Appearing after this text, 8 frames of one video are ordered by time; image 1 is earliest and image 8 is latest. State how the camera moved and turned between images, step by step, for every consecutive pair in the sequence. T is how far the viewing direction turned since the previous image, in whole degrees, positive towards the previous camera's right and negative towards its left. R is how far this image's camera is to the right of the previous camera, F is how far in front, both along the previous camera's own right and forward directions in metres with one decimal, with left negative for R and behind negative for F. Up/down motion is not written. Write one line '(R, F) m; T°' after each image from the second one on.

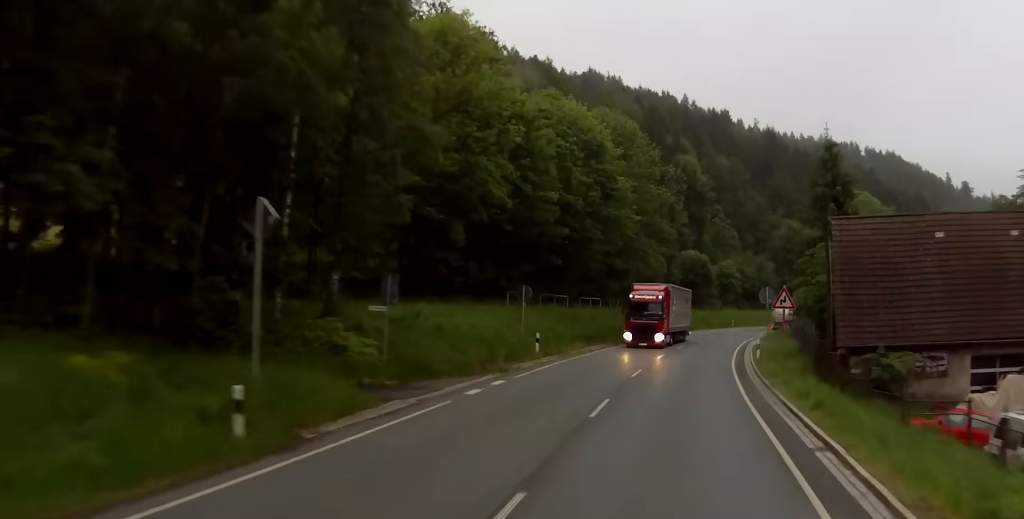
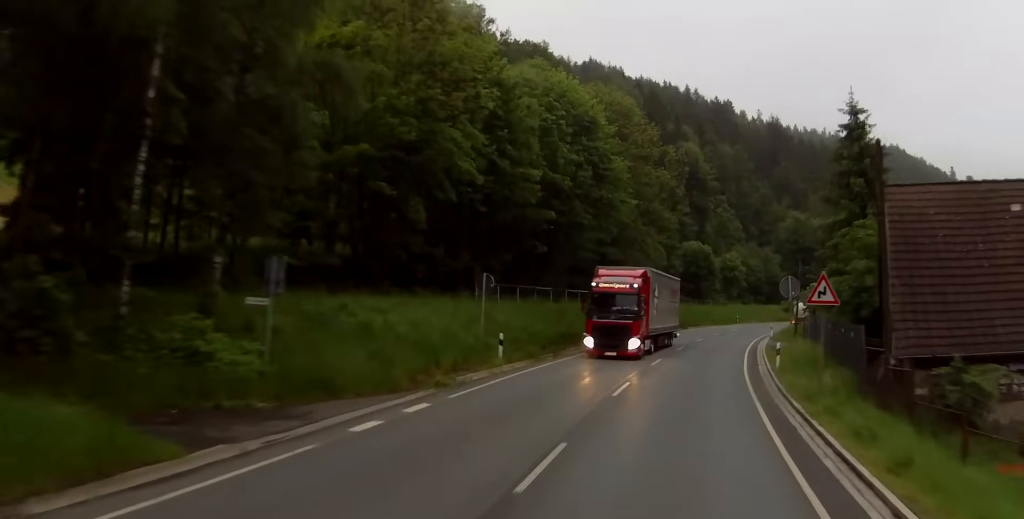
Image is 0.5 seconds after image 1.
(0.0, +8.3) m; 0°
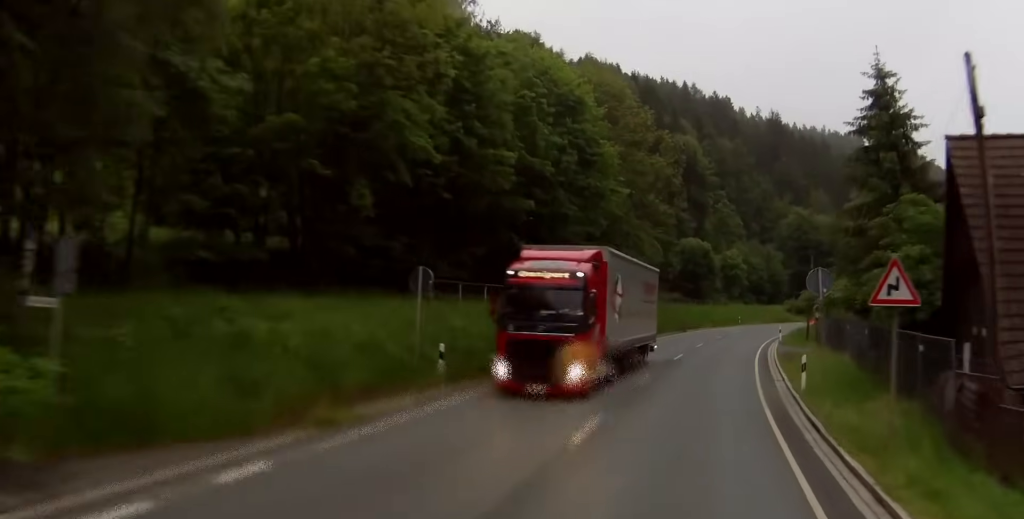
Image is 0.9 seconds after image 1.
(0.0, +7.7) m; 0°
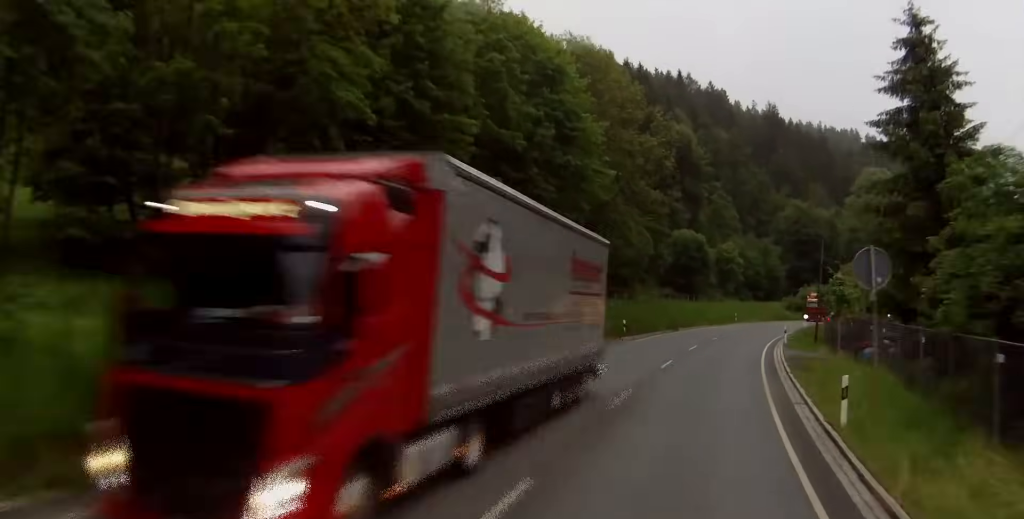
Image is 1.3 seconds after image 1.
(0.0, +7.7) m; +1°
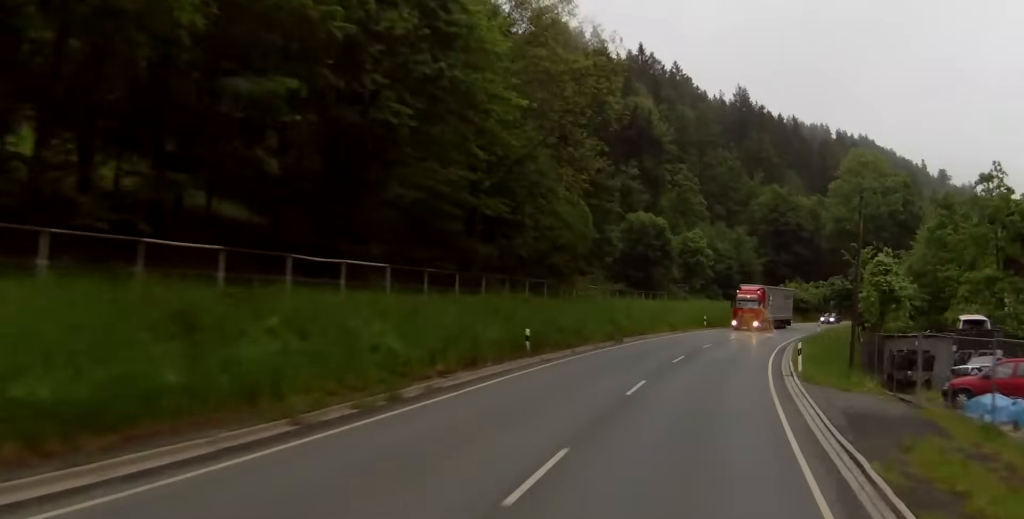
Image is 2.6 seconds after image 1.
(+0.5, +22.0) m; +2°
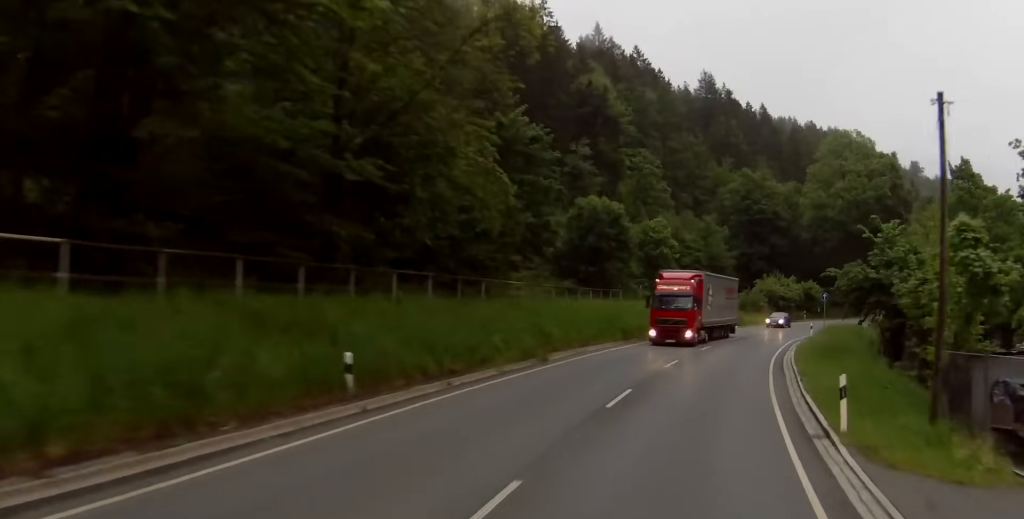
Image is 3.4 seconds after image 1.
(+0.2, +14.8) m; +1°
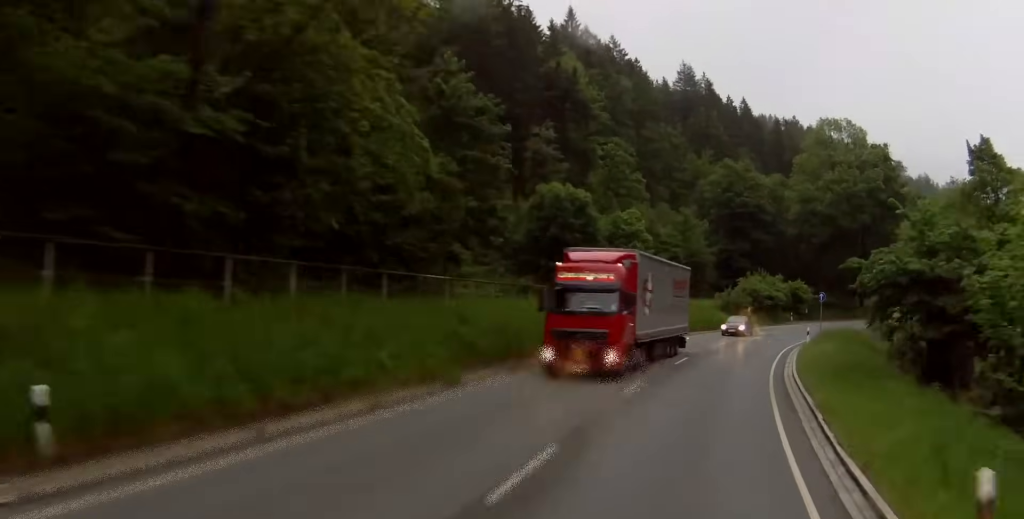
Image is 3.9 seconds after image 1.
(0.0, +9.5) m; 0°
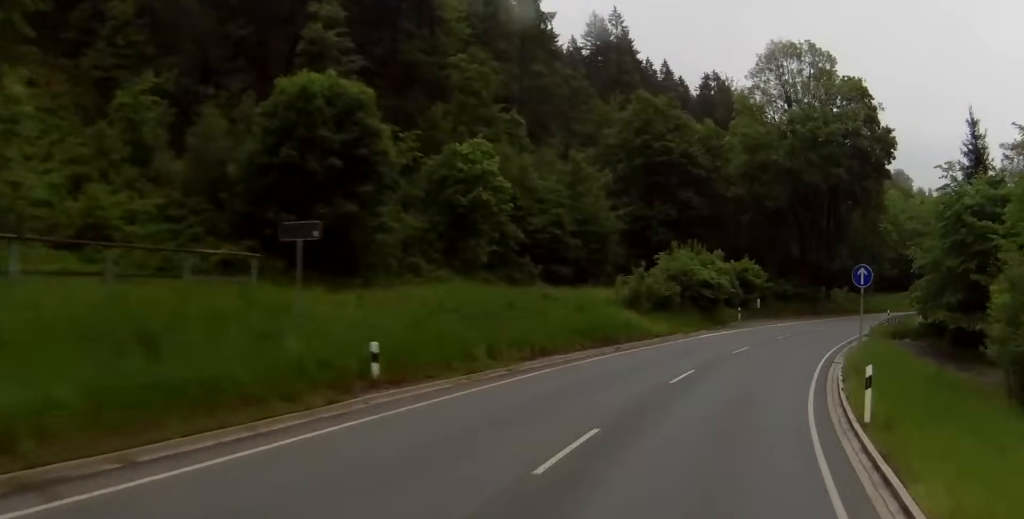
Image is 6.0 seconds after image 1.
(+1.9, +35.7) m; +8°
